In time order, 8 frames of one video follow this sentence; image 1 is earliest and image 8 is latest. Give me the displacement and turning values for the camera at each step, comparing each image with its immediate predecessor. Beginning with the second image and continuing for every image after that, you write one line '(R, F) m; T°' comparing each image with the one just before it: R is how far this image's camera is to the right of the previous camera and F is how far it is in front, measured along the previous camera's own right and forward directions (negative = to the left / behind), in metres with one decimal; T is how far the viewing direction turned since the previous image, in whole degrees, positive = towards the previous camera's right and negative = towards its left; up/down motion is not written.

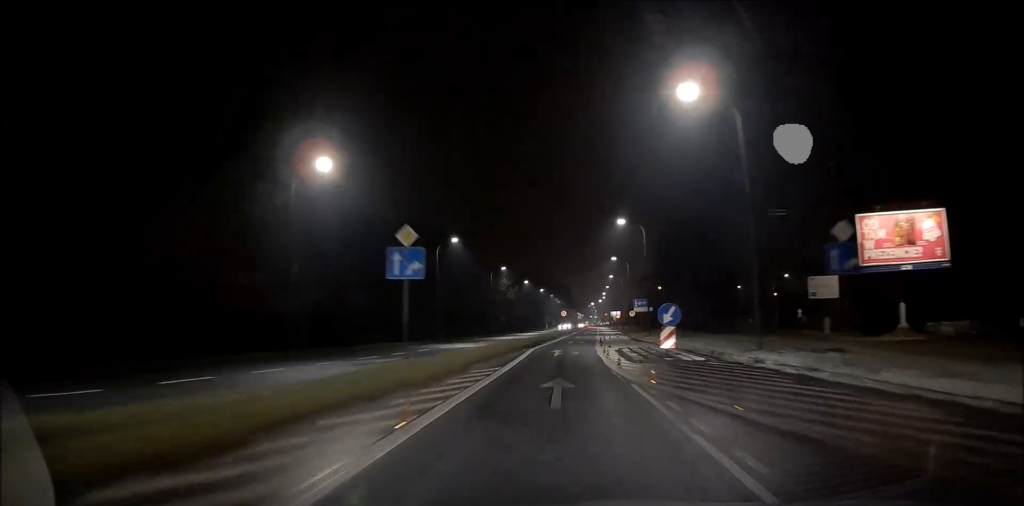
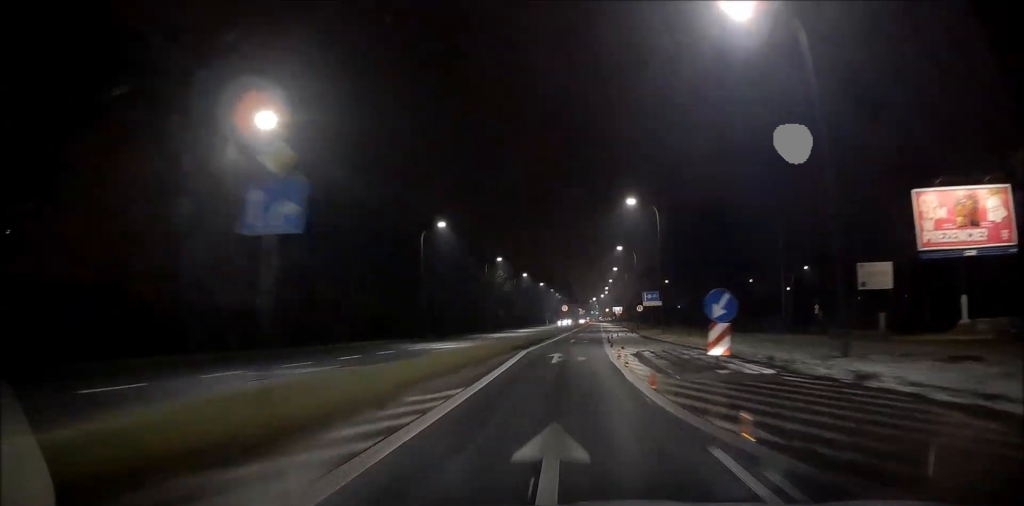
(-0.1, +7.1) m; -1°
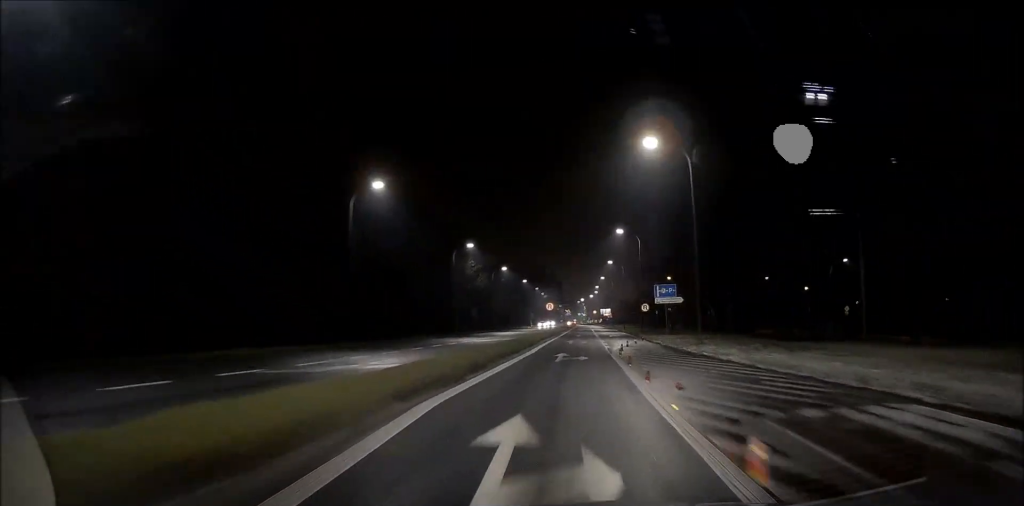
(-0.2, +15.2) m; 0°
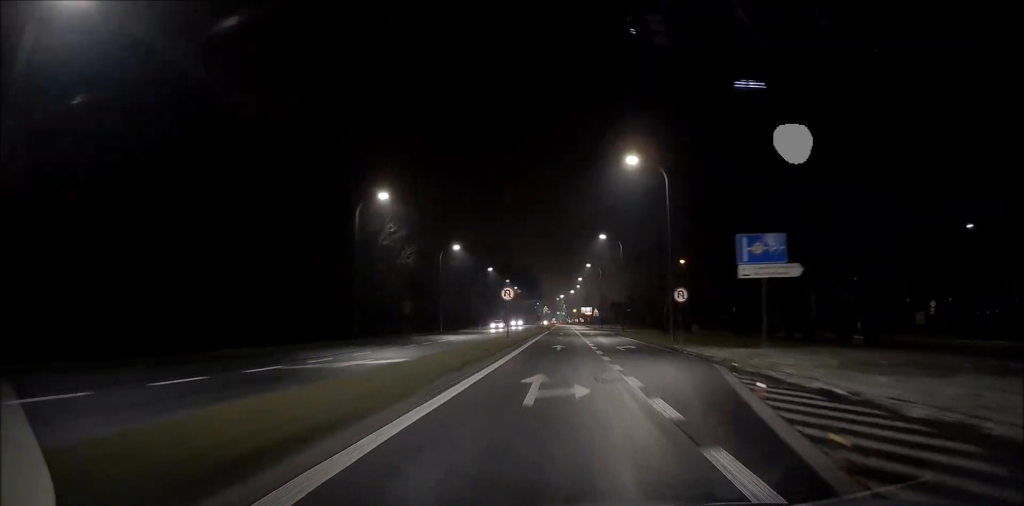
(+0.6, +26.6) m; +3°
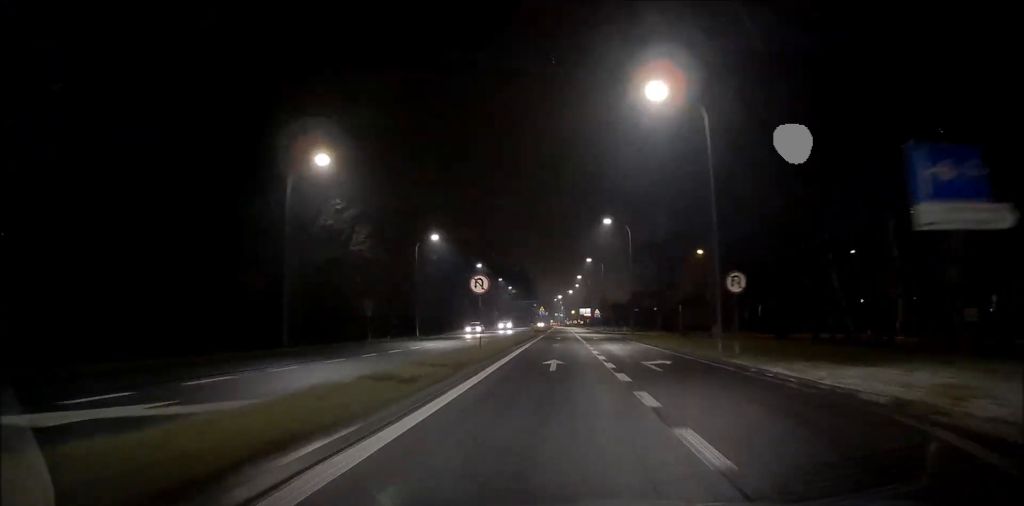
(0.0, +10.8) m; 0°
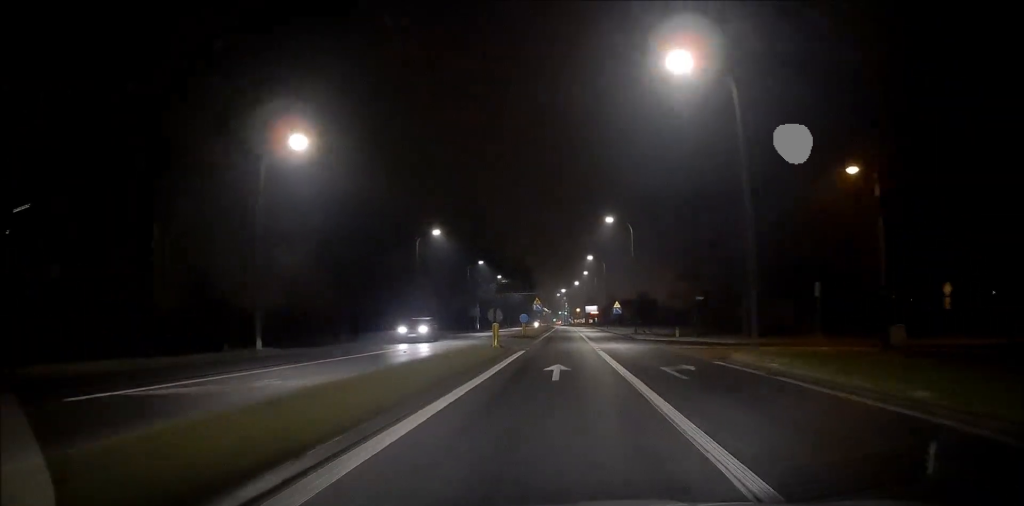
(0.0, +33.1) m; 0°
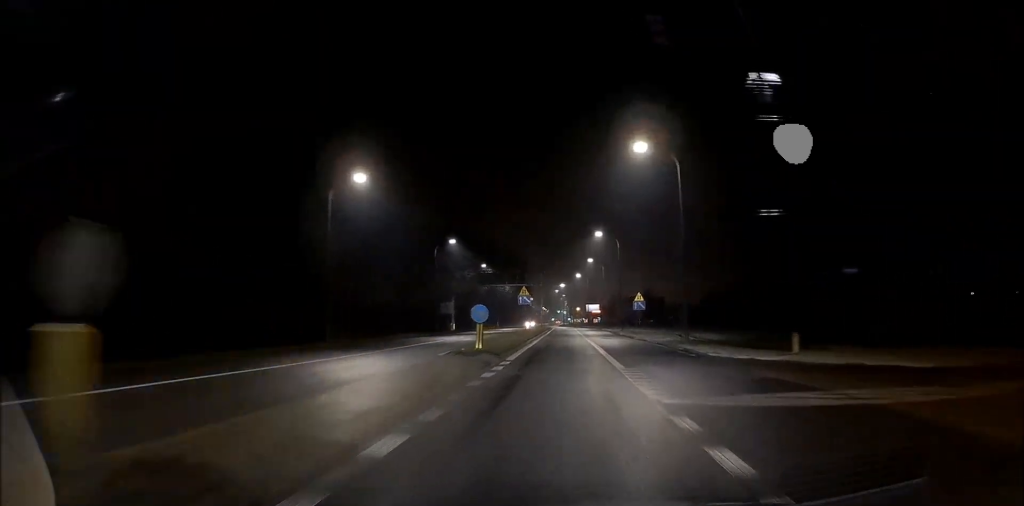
(-0.2, +22.2) m; -1°
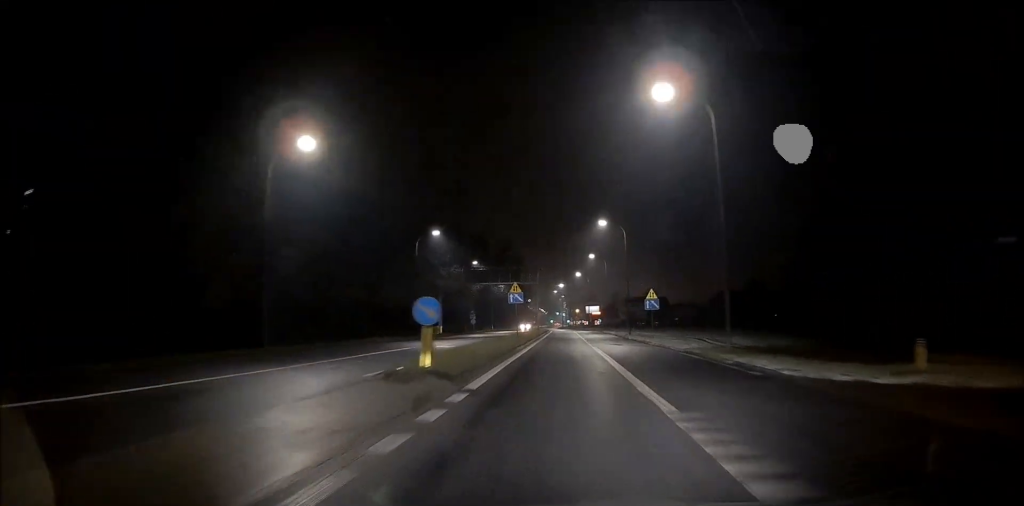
(-0.2, +7.9) m; 0°
